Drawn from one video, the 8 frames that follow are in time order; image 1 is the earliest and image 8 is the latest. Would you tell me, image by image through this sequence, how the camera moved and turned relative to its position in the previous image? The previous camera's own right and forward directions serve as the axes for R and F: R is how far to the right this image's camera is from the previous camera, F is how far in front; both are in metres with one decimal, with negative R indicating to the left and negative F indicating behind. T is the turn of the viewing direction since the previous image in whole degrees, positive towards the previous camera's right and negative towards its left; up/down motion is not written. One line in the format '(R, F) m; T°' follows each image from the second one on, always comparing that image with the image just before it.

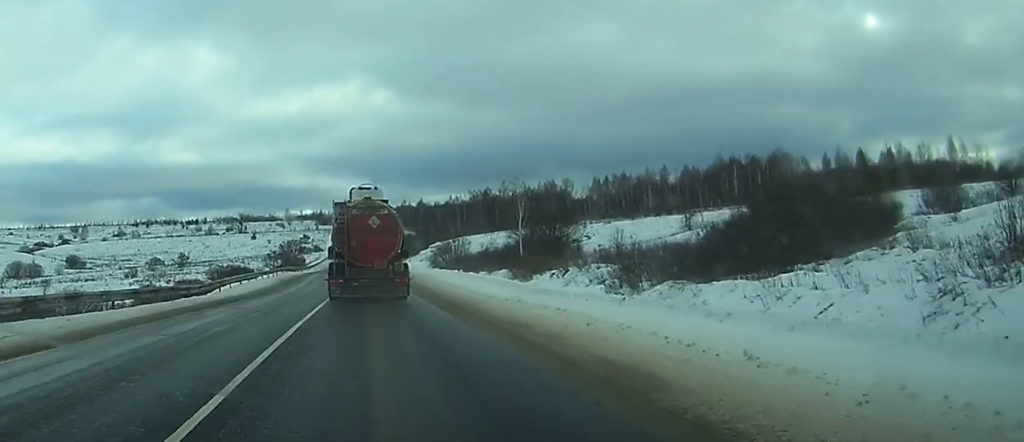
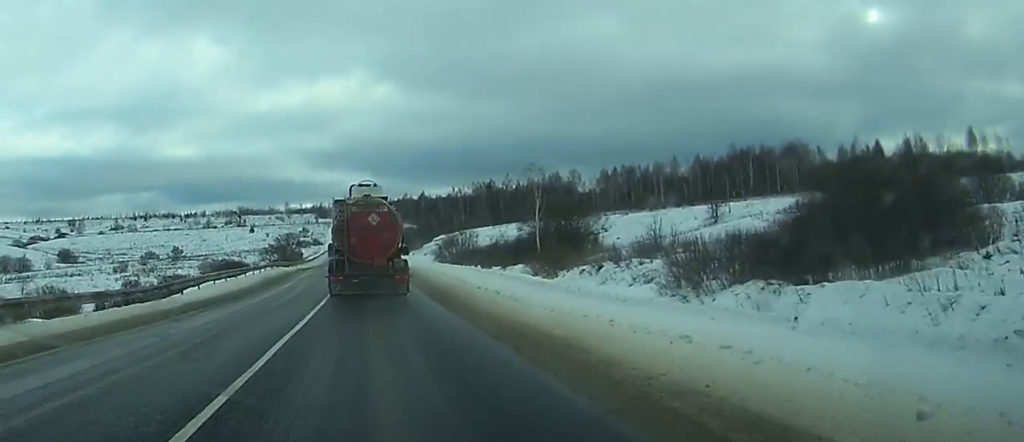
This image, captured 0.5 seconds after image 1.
(0.0, +10.0) m; 0°
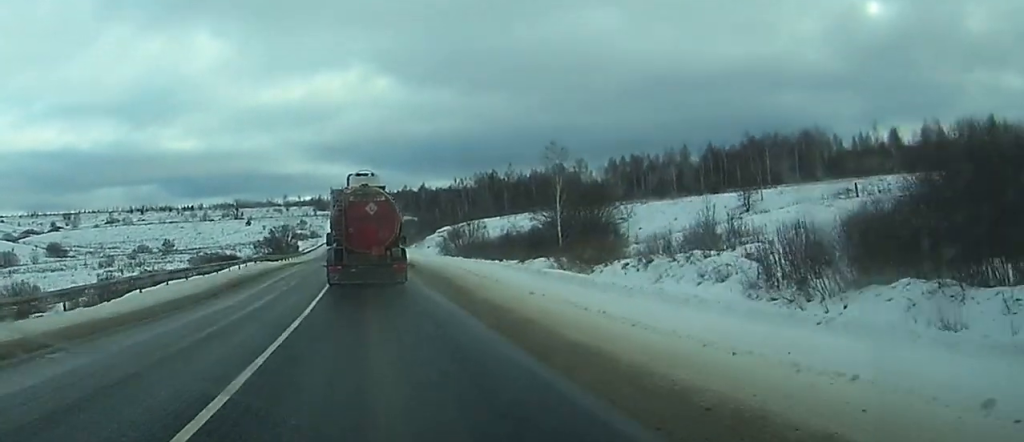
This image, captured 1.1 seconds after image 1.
(0.0, +10.7) m; 0°
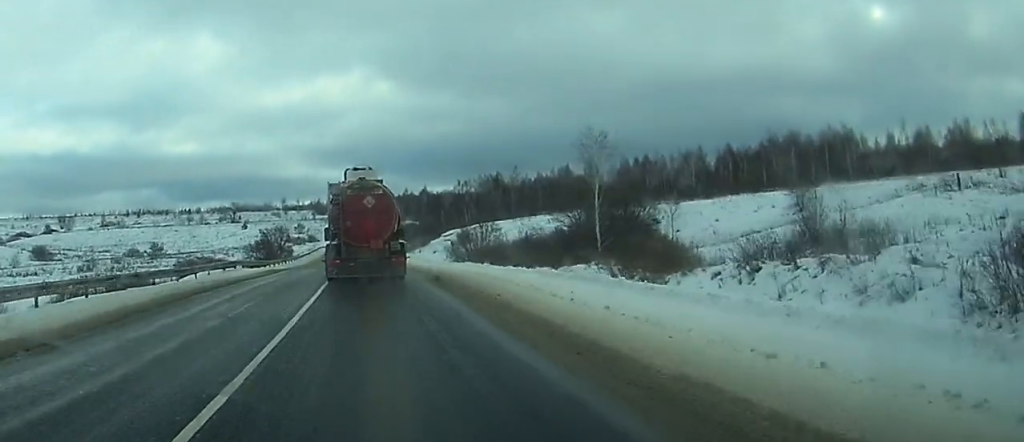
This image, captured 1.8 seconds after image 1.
(0.0, +14.0) m; 0°
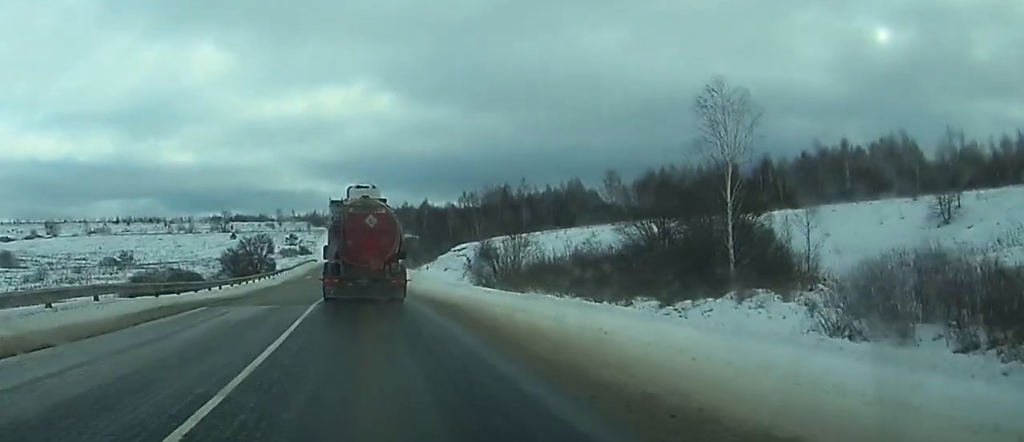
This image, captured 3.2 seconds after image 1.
(-0.1, +26.7) m; 0°
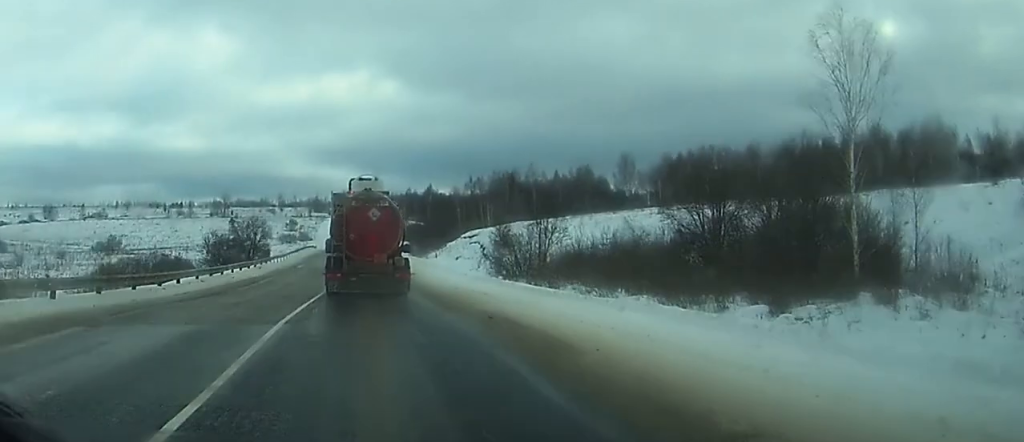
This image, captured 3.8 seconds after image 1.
(0.0, +11.8) m; 0°
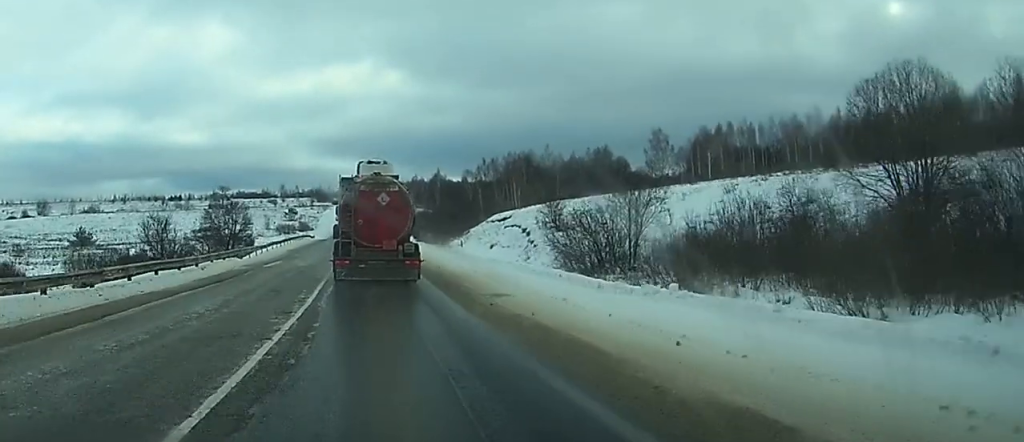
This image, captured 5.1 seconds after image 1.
(0.0, +25.1) m; 0°
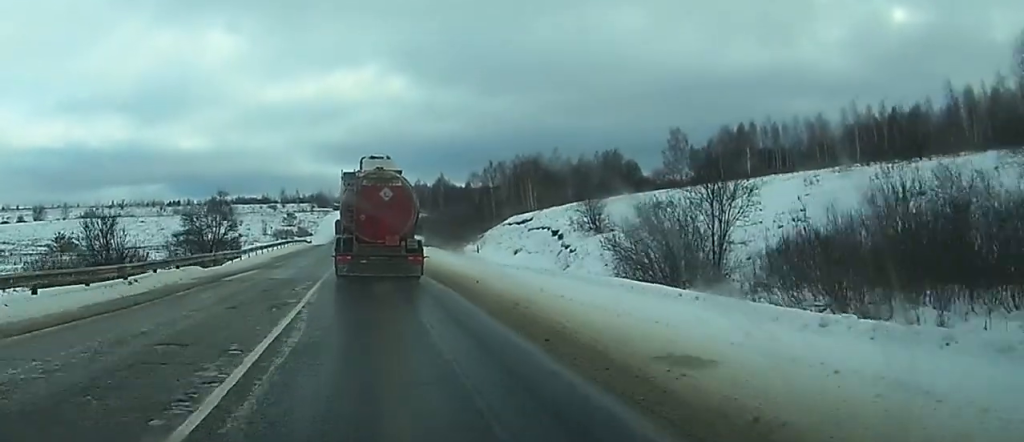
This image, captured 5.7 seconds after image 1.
(0.0, +12.5) m; 0°
